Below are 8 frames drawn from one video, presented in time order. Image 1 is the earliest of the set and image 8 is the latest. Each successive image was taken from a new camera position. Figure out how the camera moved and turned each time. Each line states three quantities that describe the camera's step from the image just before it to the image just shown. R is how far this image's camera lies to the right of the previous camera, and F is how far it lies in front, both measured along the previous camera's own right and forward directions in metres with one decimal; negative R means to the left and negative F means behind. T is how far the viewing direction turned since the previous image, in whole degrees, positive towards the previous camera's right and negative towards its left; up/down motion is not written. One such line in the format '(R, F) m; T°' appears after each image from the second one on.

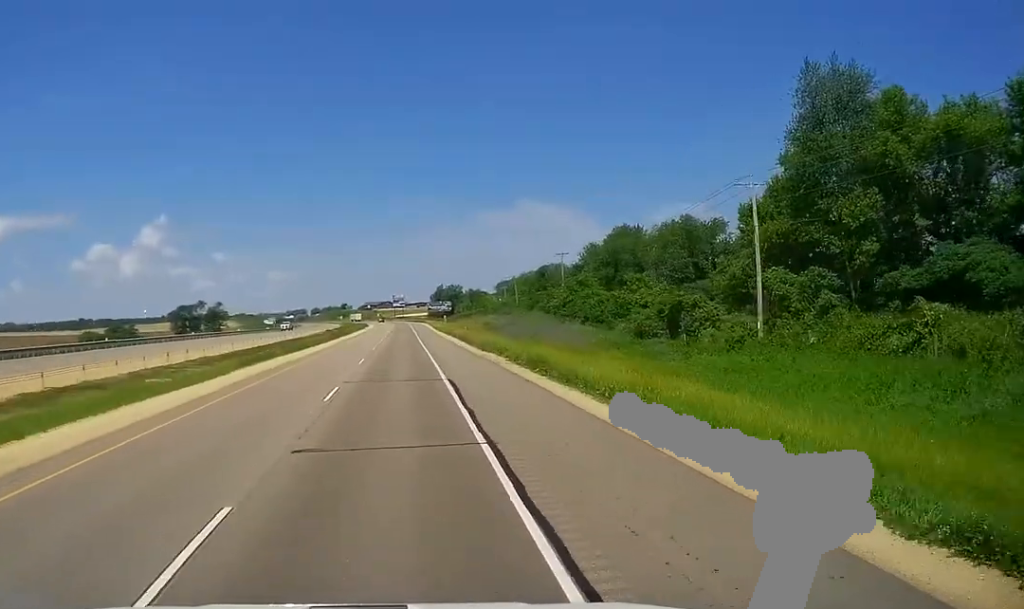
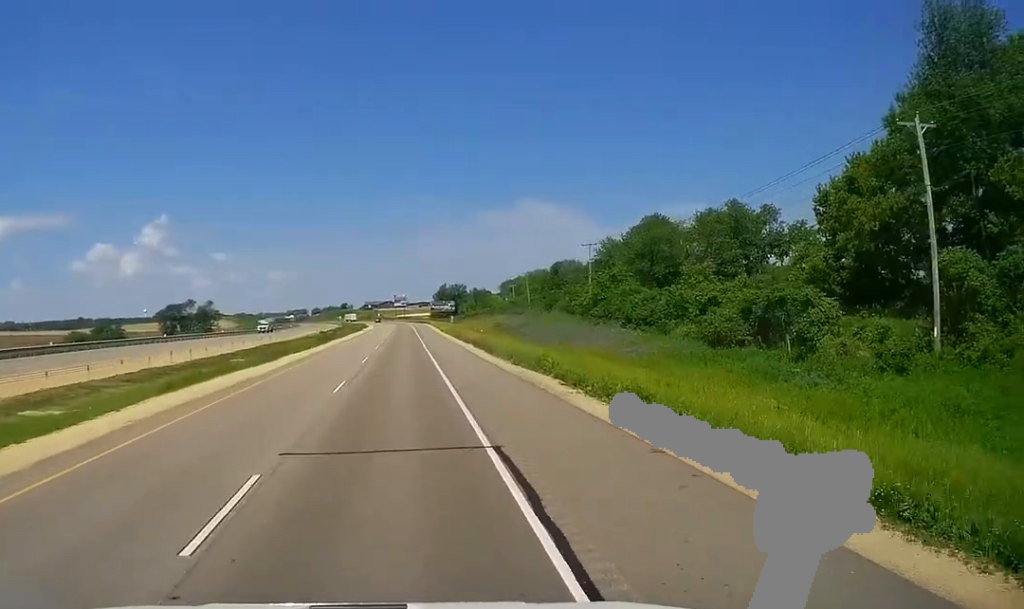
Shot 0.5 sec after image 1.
(0.0, +13.1) m; 0°
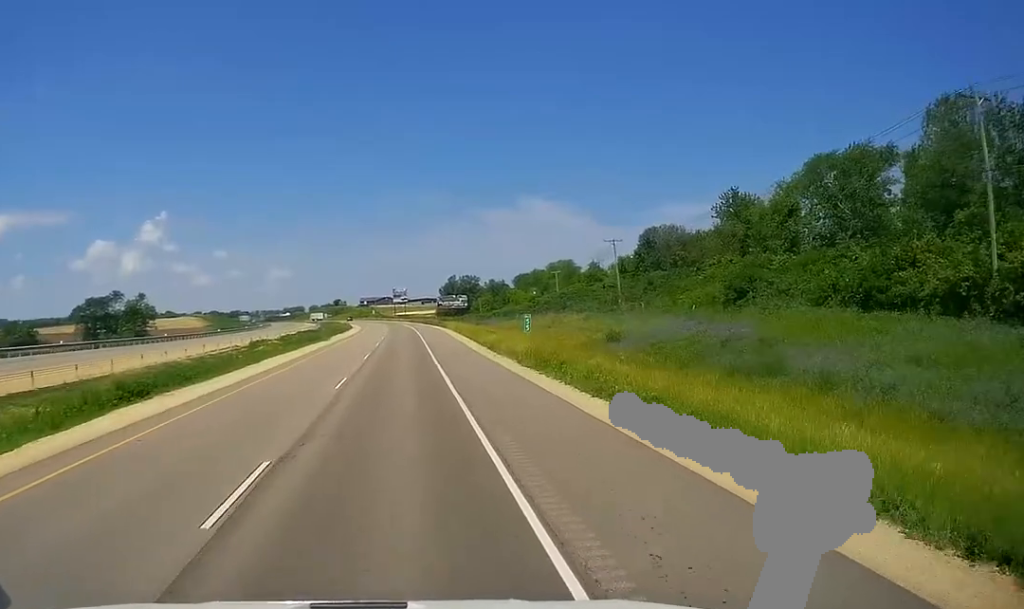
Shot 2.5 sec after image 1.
(+1.3, +60.3) m; +2°
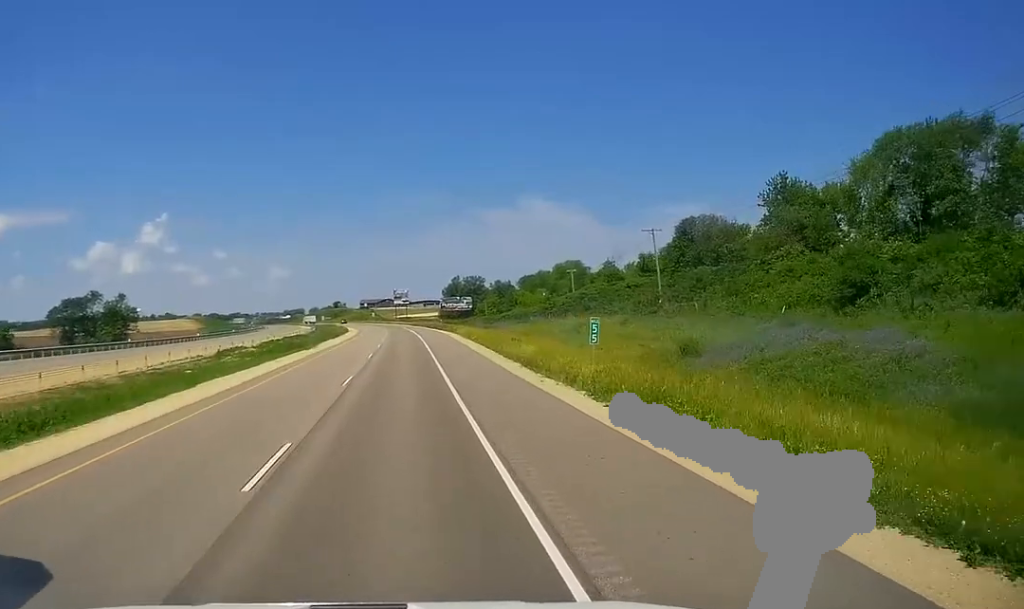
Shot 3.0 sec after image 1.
(+0.2, +13.2) m; 0°
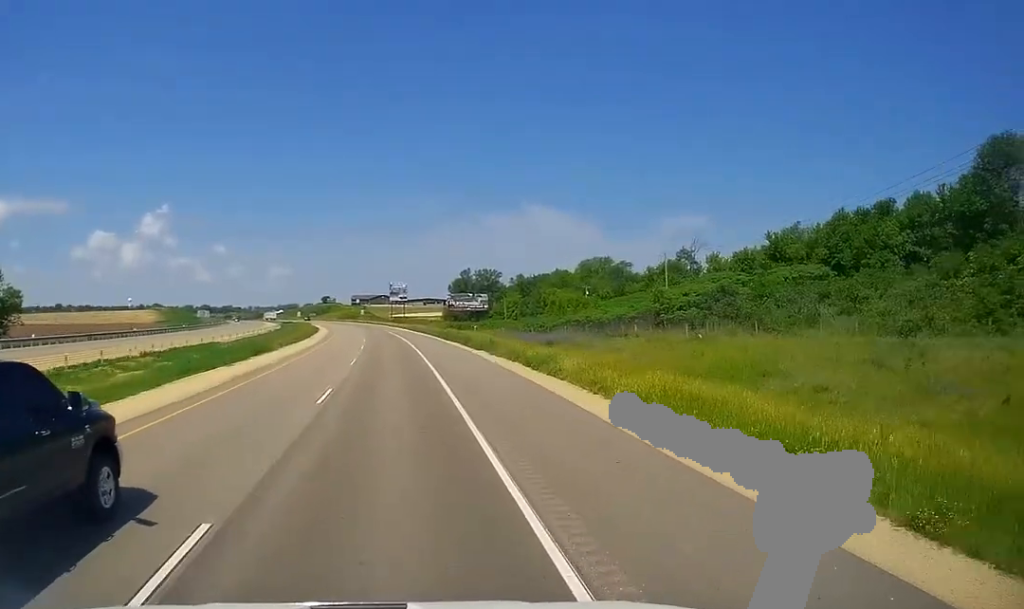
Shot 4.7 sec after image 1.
(-0.1, +51.2) m; -1°
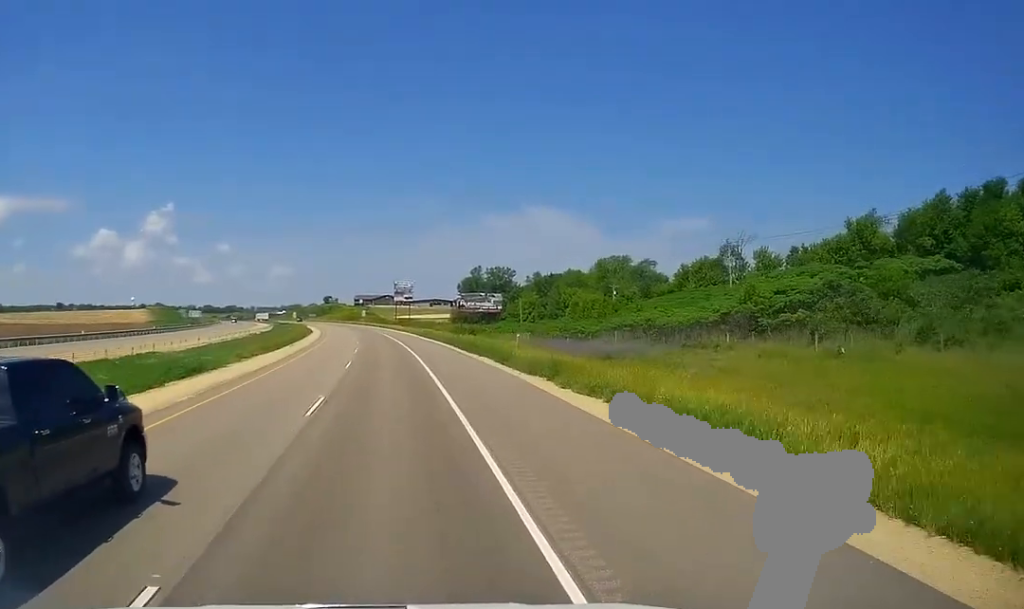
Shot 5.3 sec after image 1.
(+0.4, +17.1) m; -1°
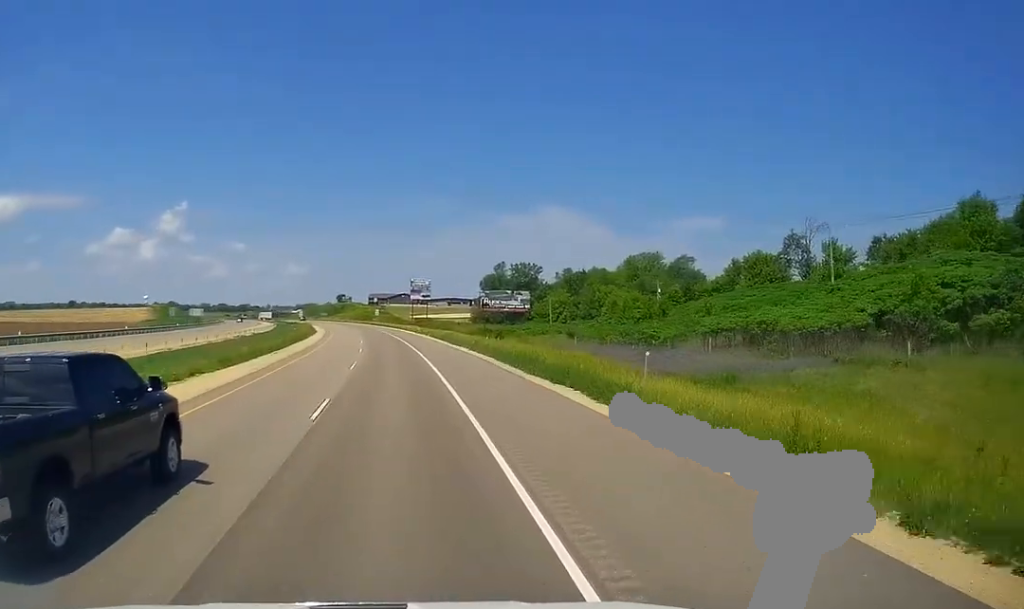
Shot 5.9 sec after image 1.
(-0.6, +16.6) m; 0°
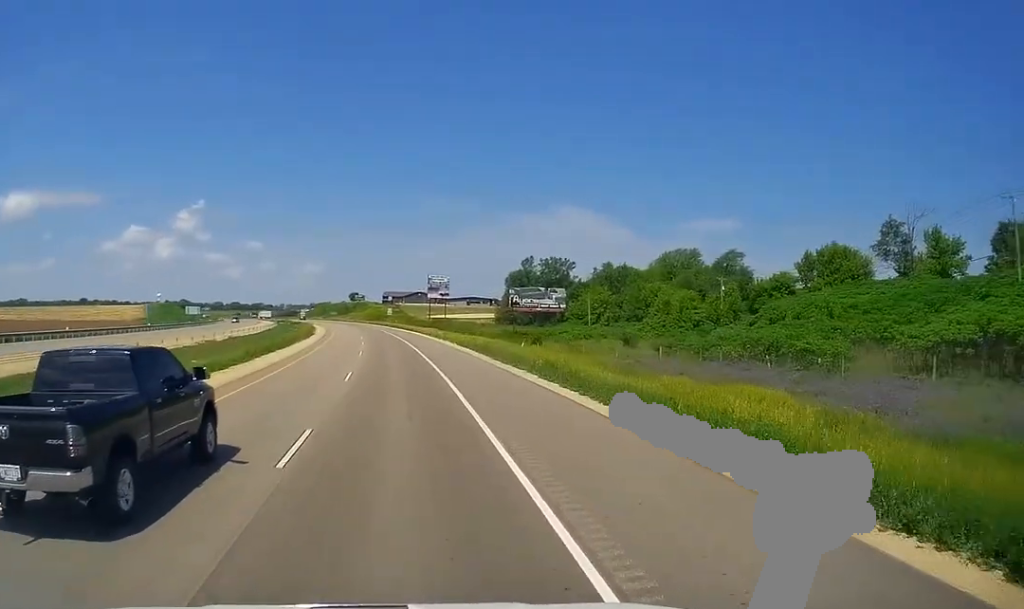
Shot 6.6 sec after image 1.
(-0.1, +20.5) m; 0°
